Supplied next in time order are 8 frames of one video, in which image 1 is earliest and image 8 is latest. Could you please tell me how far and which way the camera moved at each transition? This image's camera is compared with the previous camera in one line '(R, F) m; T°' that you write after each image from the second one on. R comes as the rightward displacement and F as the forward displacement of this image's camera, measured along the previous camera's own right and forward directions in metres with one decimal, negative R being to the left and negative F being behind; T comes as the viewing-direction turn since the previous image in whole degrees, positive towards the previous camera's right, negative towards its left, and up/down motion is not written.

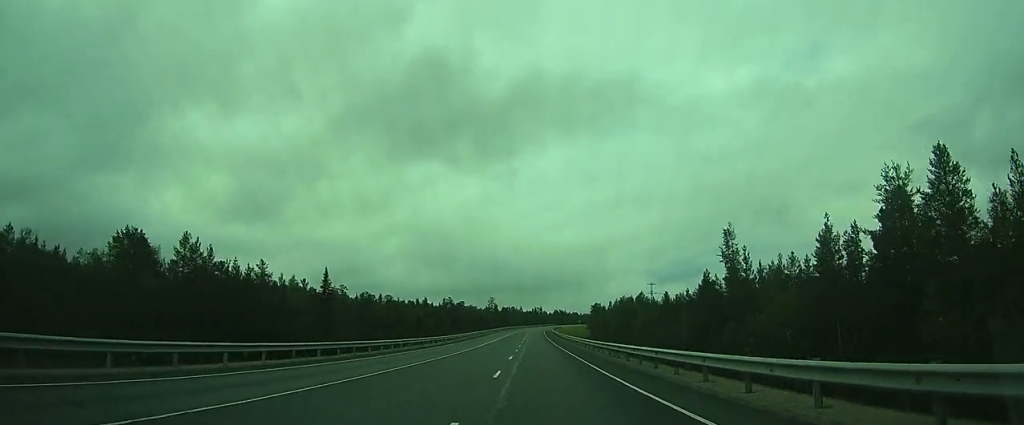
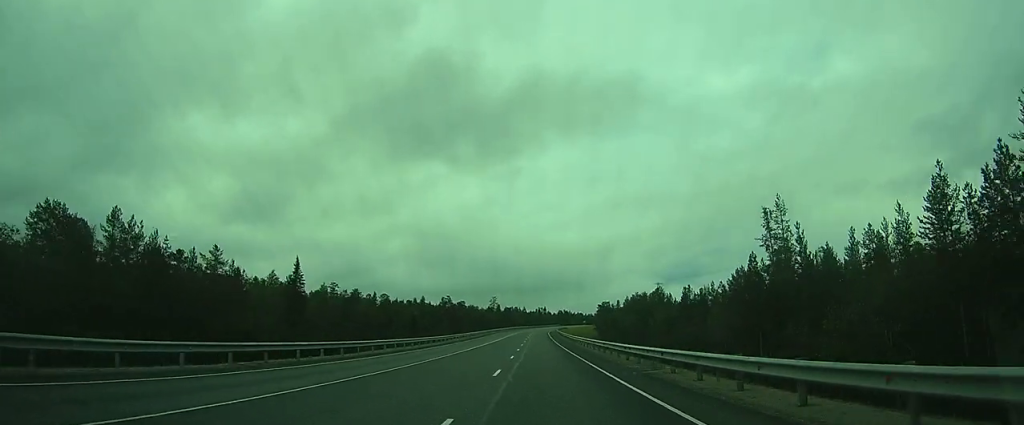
(0.0, +11.9) m; 0°
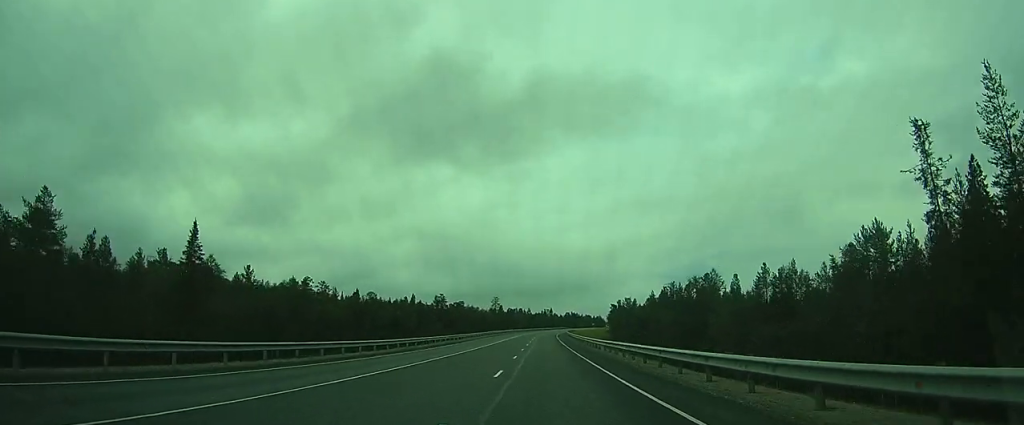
(-0.2, +24.4) m; -1°
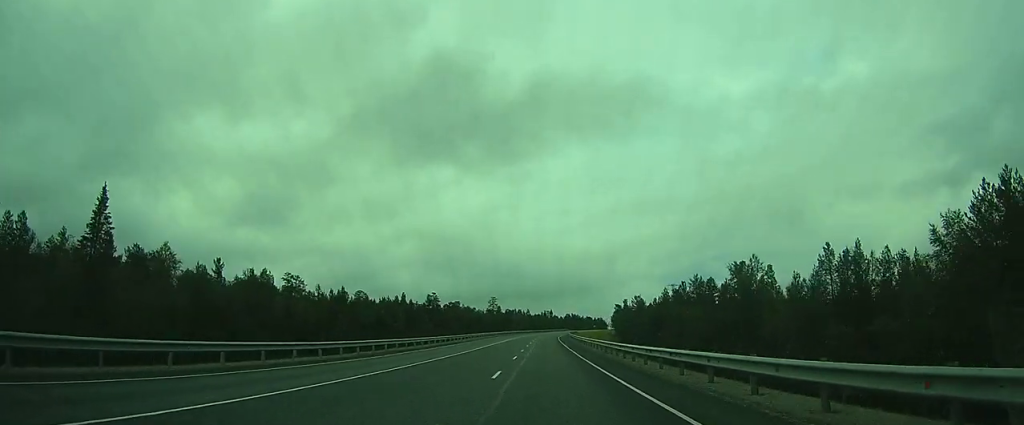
(0.0, +11.9) m; 0°
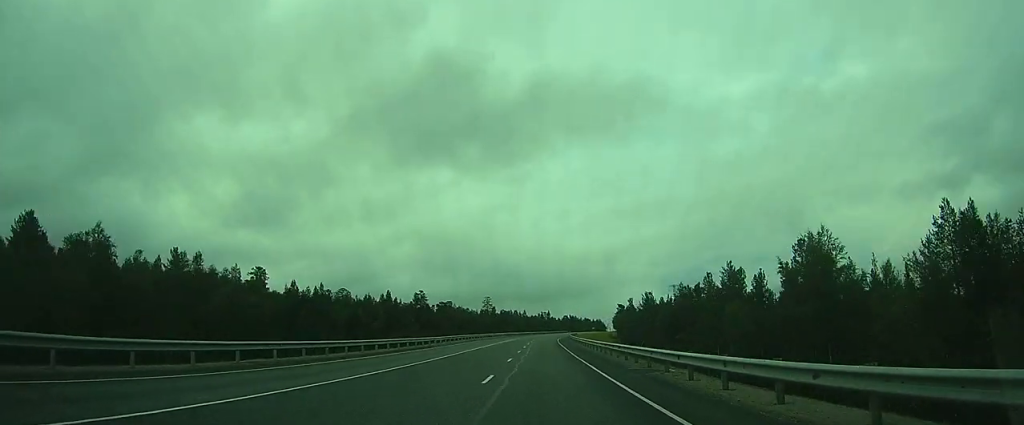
(-0.1, +13.1) m; 0°
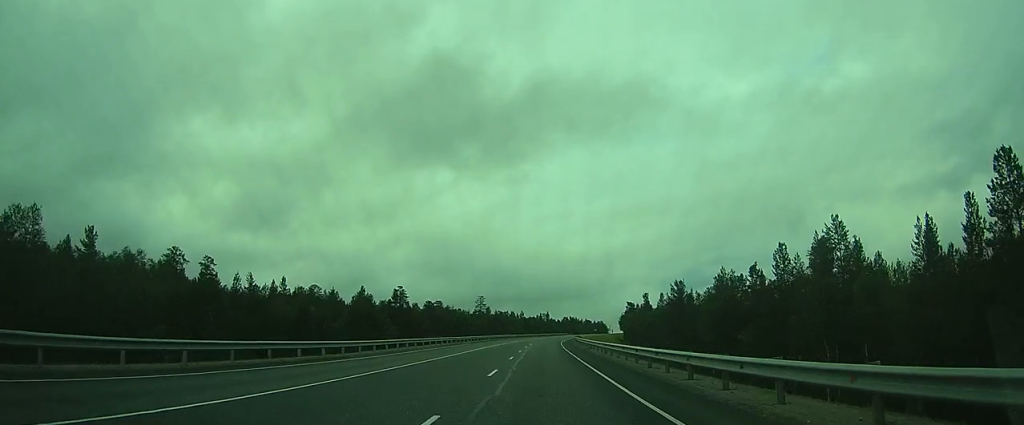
(-0.1, +20.4) m; 0°
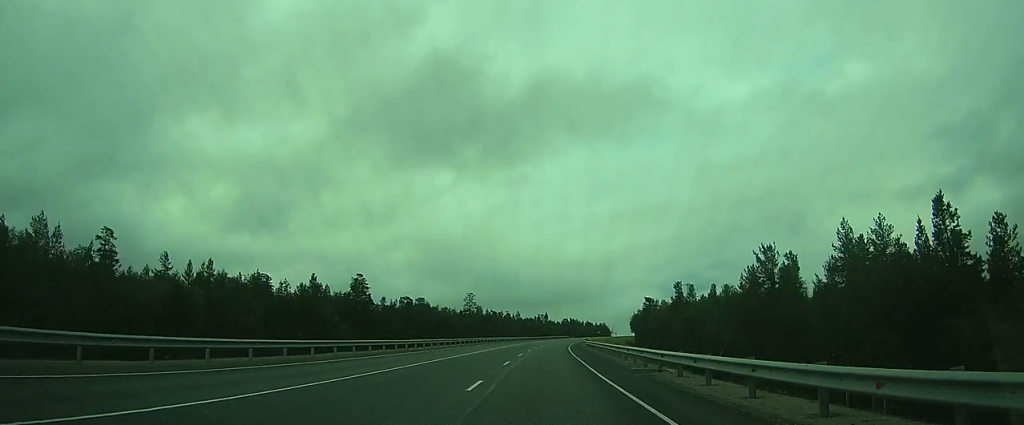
(0.0, +27.8) m; 0°
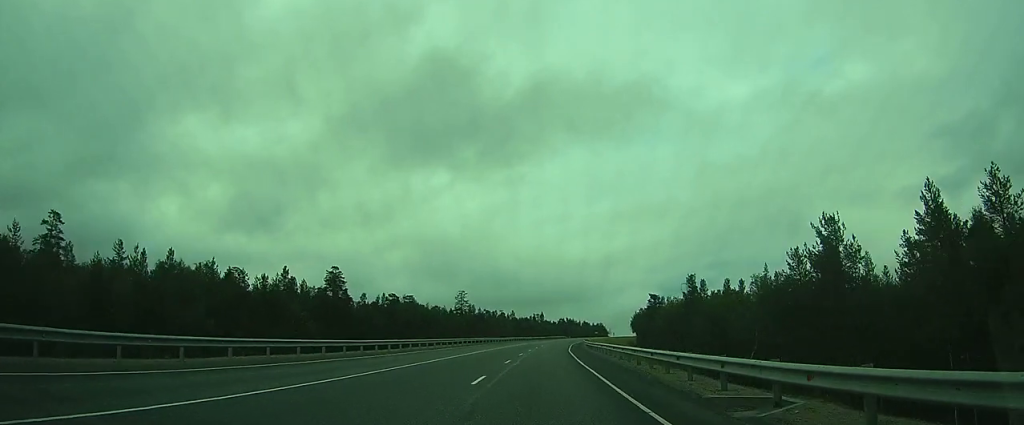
(0.0, +10.4) m; 0°
